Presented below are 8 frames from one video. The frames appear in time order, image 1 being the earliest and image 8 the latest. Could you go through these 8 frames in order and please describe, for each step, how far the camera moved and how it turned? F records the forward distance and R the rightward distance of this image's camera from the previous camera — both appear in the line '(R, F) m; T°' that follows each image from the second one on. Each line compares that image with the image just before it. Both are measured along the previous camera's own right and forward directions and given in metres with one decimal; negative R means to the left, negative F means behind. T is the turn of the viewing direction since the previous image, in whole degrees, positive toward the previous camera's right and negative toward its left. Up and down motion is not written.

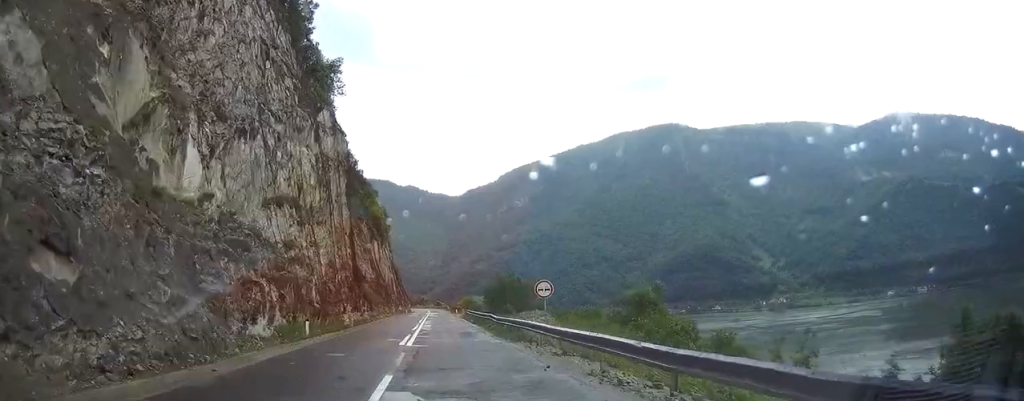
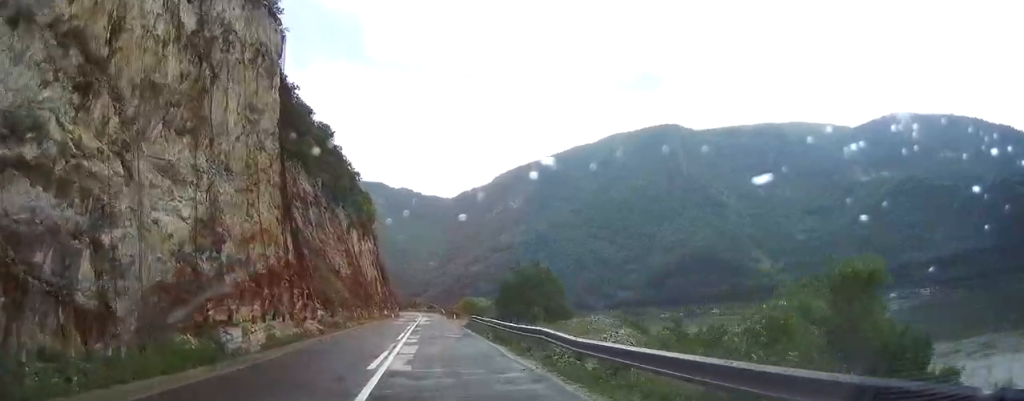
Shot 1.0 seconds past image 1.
(+0.1, +22.3) m; 0°
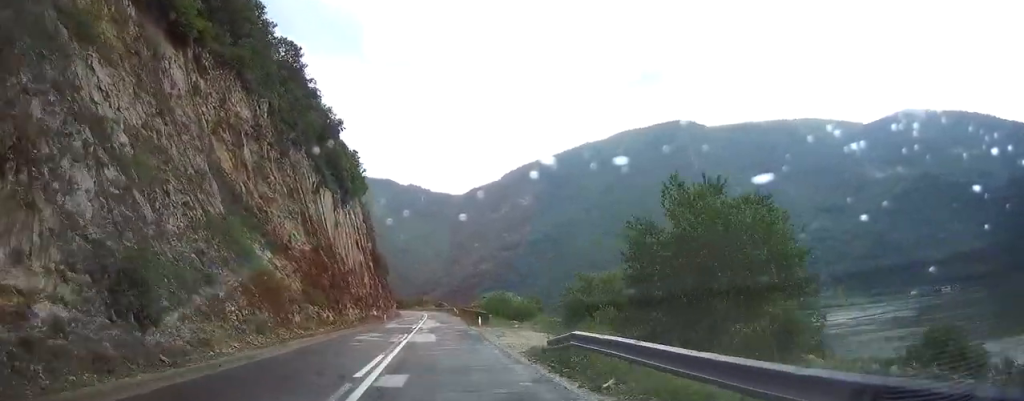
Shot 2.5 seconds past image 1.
(-0.1, +32.4) m; 0°
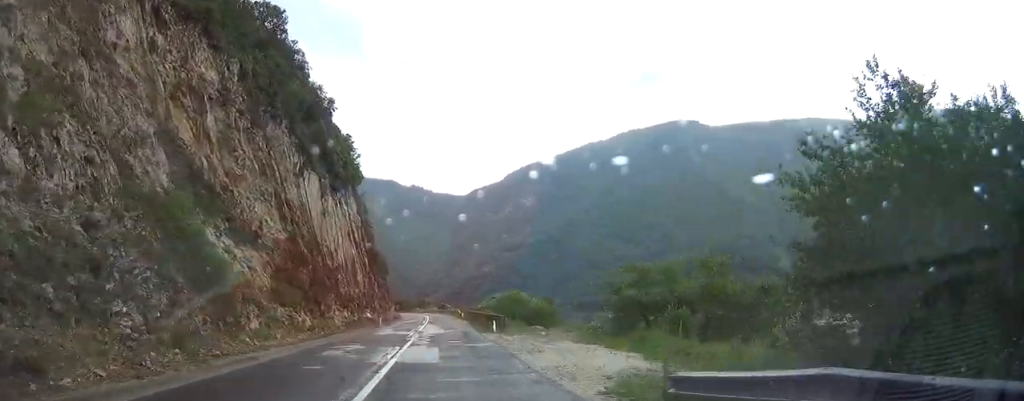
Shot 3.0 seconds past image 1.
(+0.1, +9.4) m; +1°
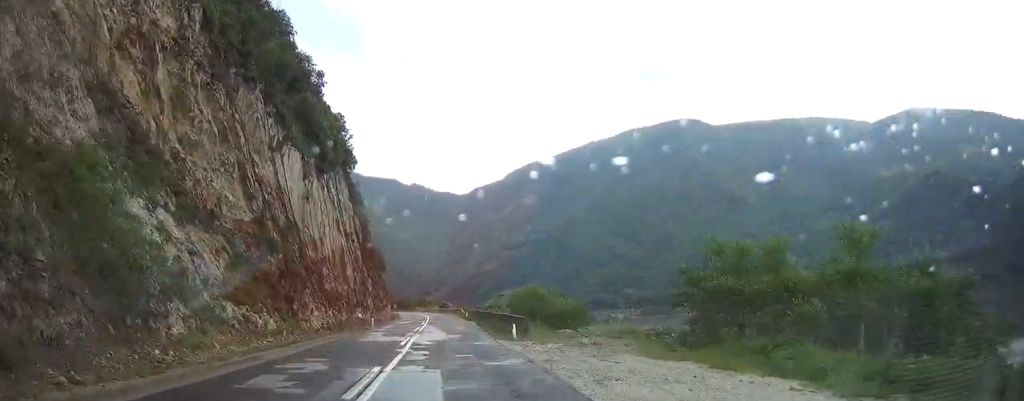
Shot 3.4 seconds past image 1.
(0.0, +8.6) m; +1°
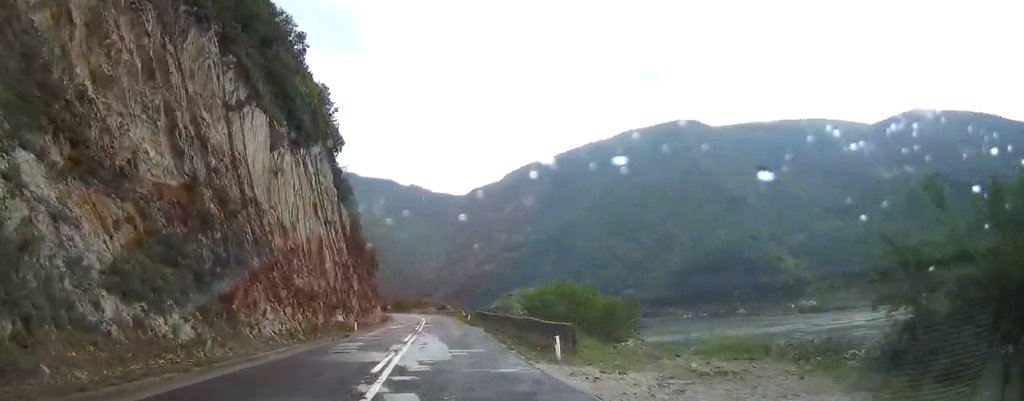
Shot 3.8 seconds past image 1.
(+0.1, +10.0) m; 0°
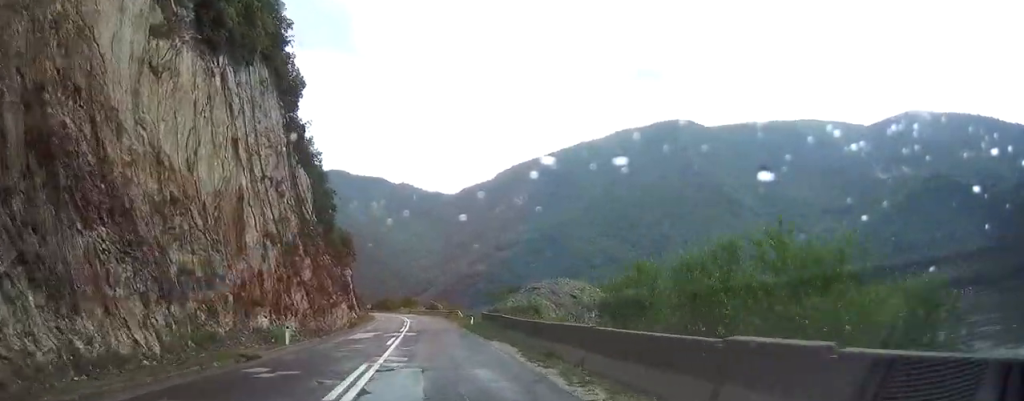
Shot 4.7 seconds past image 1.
(+0.1, +18.7) m; 0°
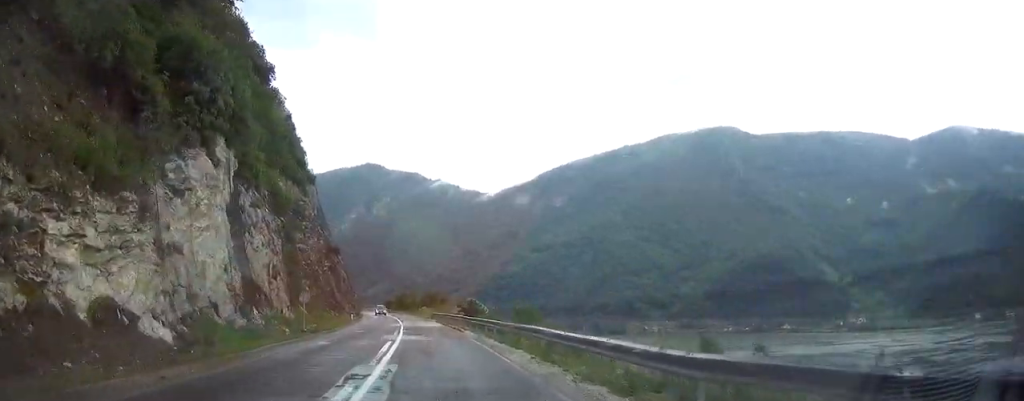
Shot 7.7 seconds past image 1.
(-1.8, +63.6) m; -4°
